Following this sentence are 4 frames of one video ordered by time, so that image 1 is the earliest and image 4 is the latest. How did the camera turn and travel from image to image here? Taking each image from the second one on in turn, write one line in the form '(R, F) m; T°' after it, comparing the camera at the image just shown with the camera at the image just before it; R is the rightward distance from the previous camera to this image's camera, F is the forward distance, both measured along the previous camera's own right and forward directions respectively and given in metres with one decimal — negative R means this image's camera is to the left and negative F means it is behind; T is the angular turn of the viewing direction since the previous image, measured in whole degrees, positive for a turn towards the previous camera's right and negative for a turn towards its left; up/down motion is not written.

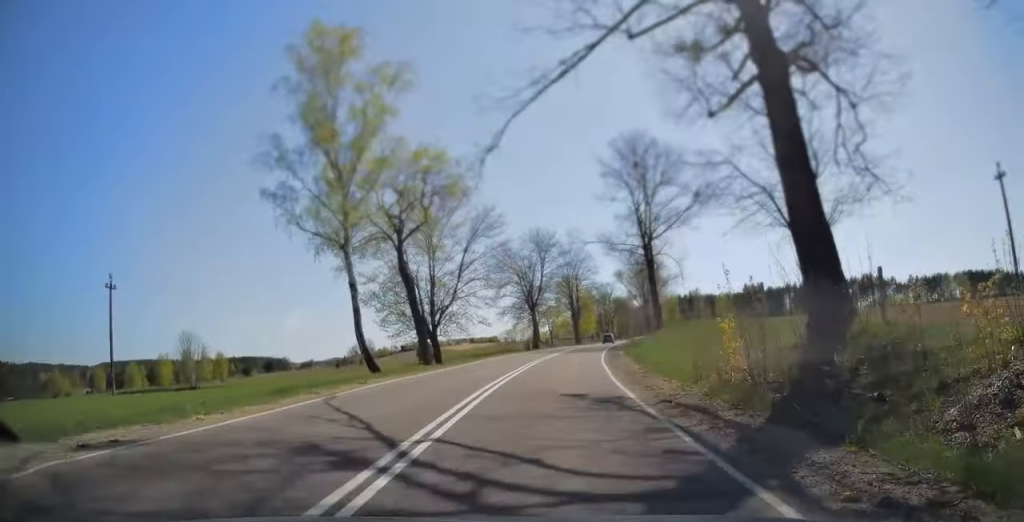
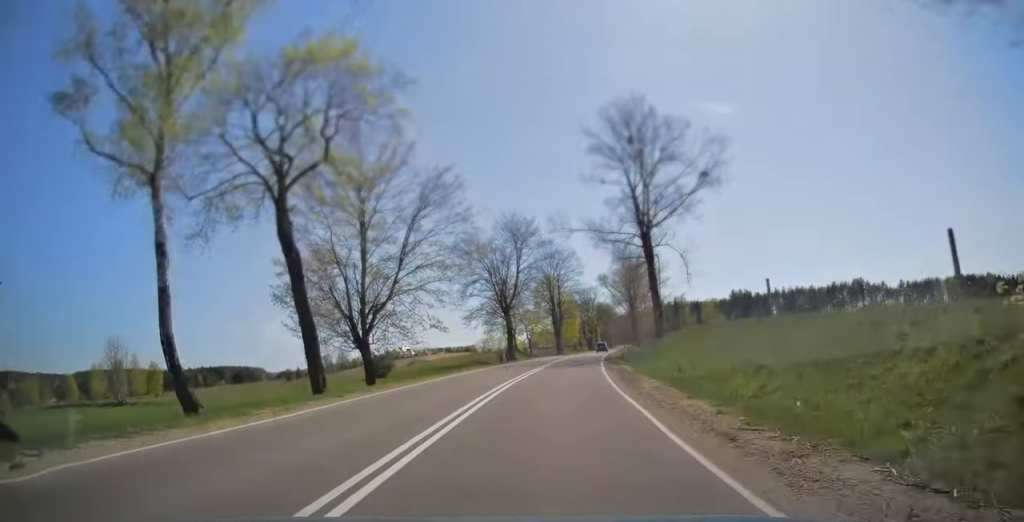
(+0.5, +13.0) m; +2°
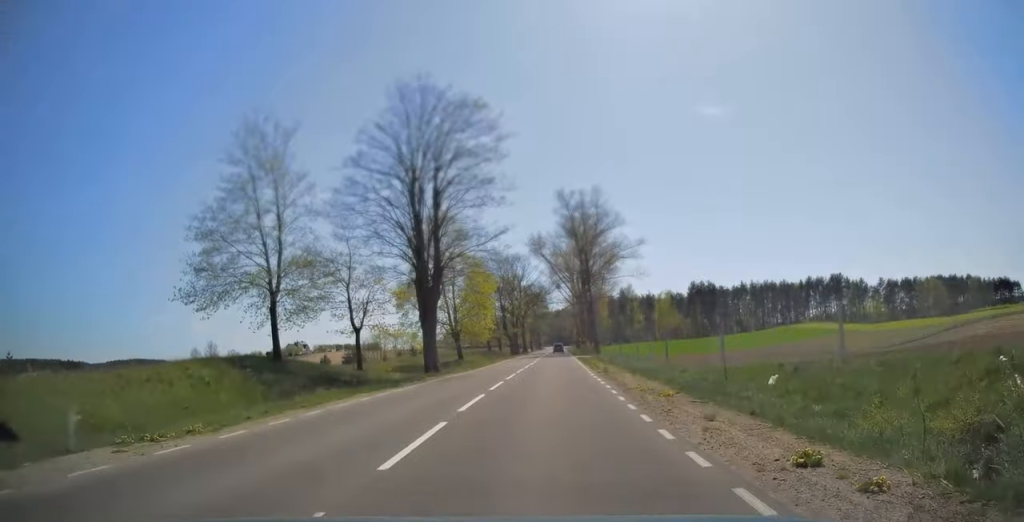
(+3.1, +59.4) m; +5°
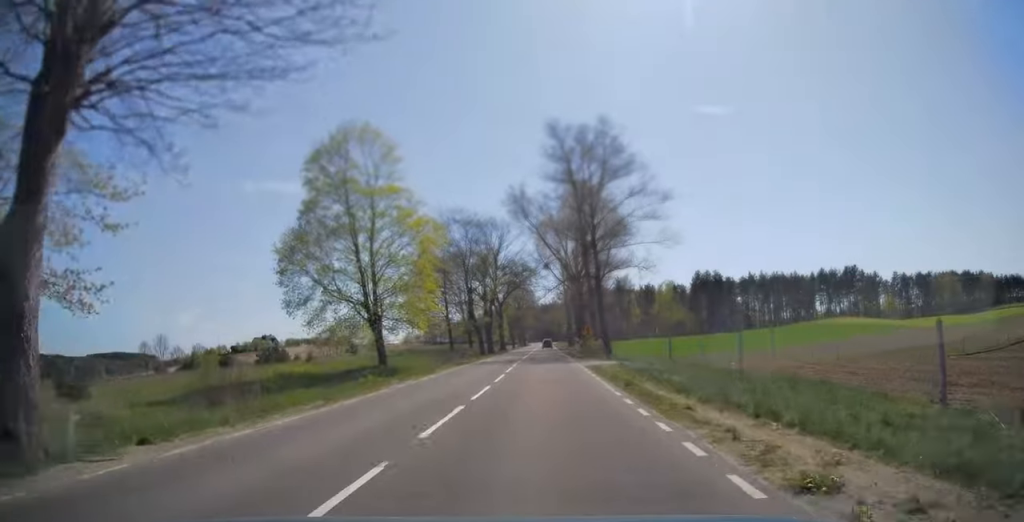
(+0.5, +27.5) m; +1°
